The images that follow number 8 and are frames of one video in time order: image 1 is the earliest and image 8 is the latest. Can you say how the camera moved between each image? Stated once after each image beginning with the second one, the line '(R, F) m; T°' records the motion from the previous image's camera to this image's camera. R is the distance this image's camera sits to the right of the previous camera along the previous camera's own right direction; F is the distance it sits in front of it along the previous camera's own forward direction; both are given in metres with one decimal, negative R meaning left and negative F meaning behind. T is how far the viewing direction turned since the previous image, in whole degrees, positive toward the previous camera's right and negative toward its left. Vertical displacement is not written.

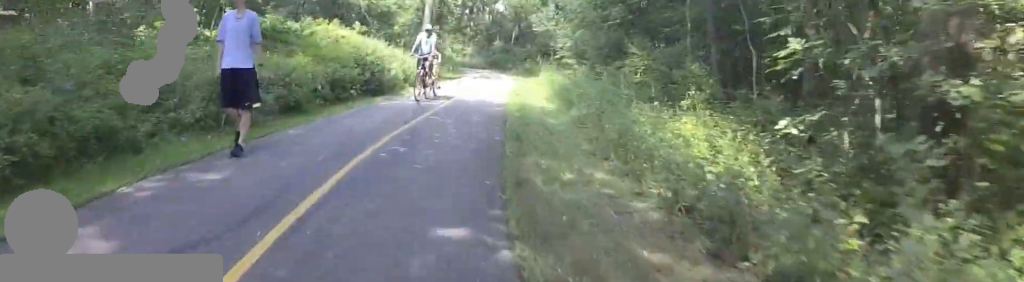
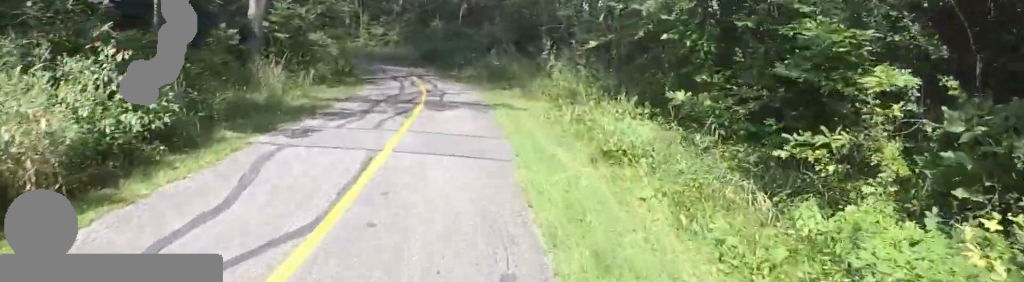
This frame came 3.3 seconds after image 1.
(-1.7, +21.4) m; +4°
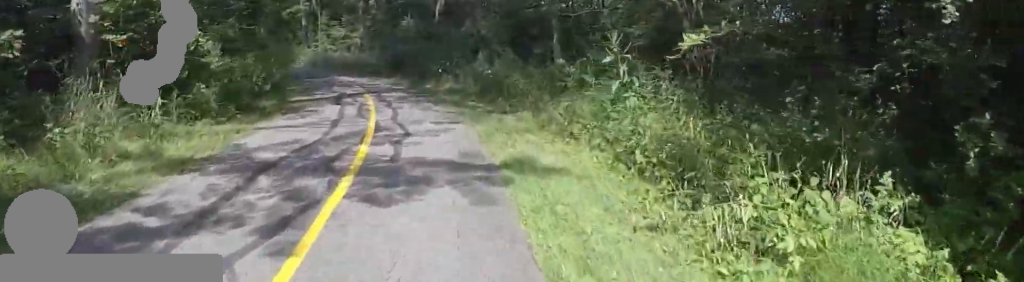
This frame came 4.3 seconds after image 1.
(0.0, +6.0) m; -7°
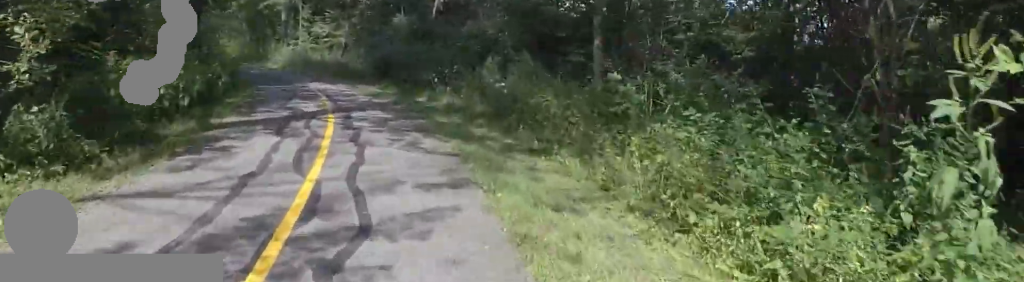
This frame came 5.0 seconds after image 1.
(-0.4, +3.9) m; -5°
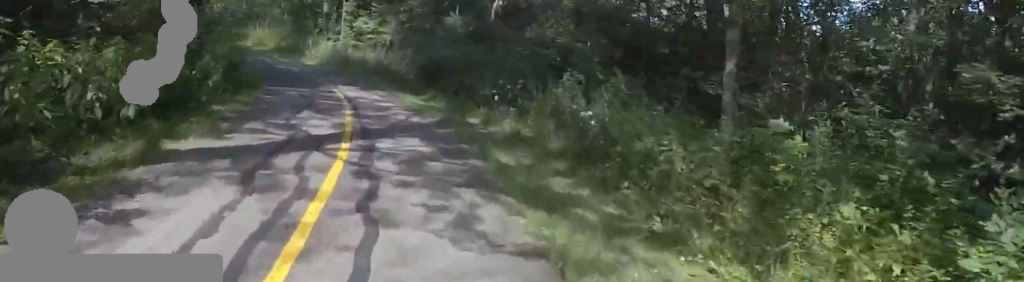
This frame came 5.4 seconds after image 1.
(-0.2, +3.0) m; -3°
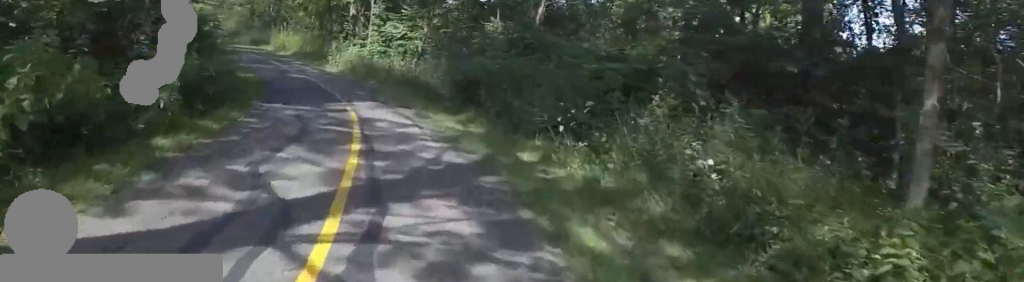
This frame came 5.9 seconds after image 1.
(0.0, +2.8) m; 0°
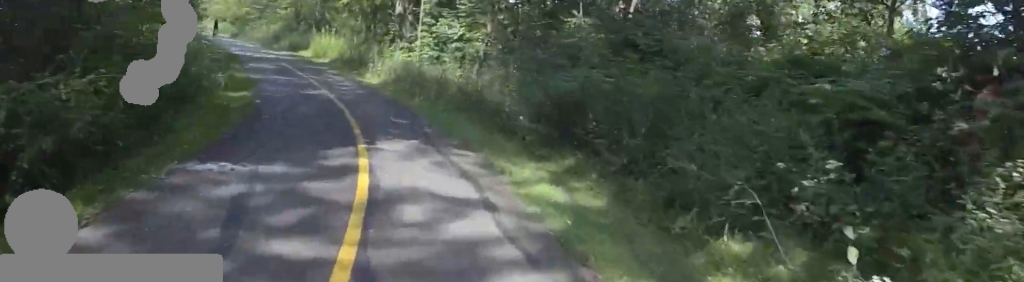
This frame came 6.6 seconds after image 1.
(0.0, +4.7) m; 0°
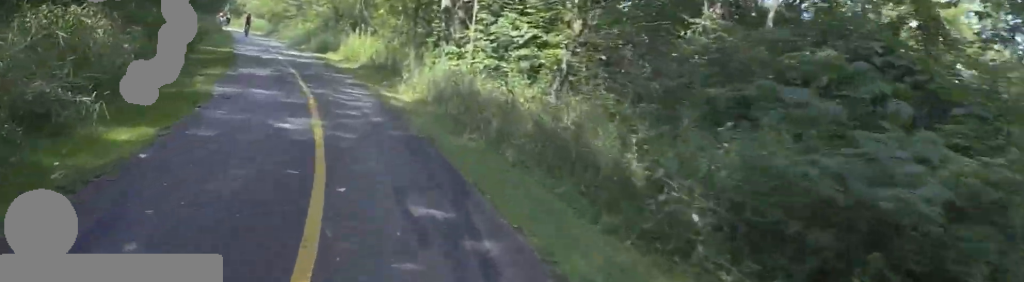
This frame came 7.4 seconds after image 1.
(0.0, +5.2) m; 0°
